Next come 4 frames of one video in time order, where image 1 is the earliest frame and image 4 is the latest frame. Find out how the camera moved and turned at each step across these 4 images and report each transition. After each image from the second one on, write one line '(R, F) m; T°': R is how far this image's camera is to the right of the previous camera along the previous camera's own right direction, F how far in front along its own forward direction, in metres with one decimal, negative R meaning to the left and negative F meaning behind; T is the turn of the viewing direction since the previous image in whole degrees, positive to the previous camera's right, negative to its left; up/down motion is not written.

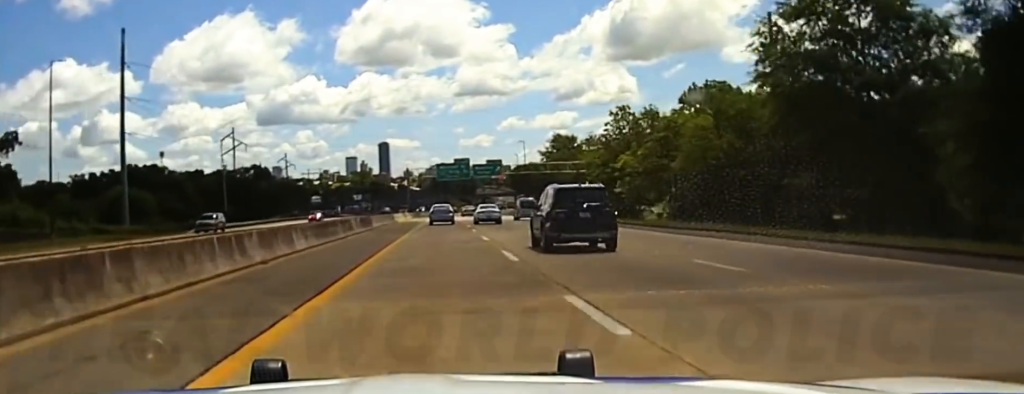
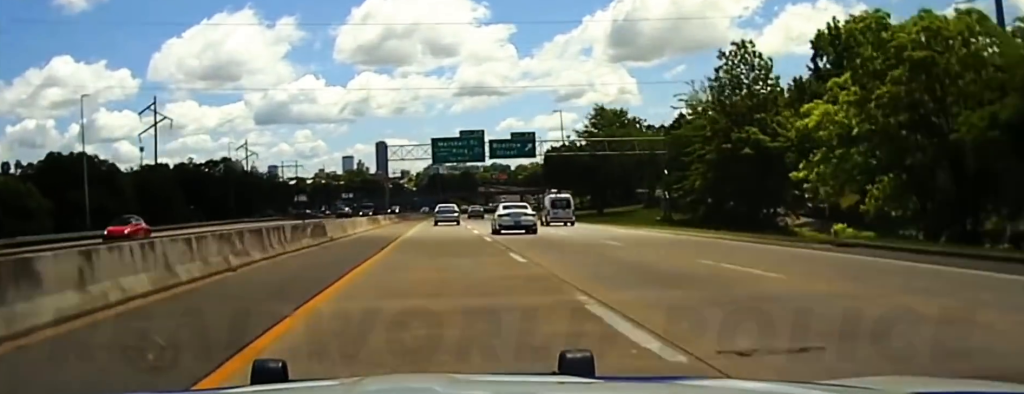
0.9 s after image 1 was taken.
(0.0, +50.5) m; 0°
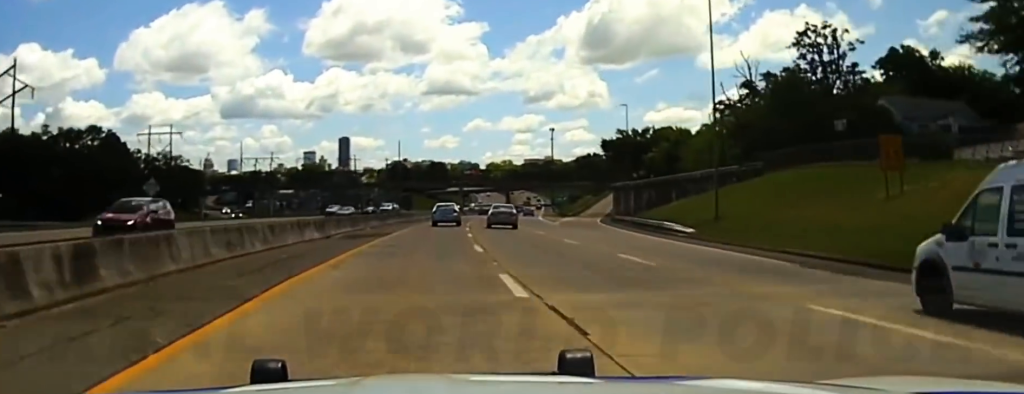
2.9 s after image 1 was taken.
(+0.2, +105.4) m; 0°
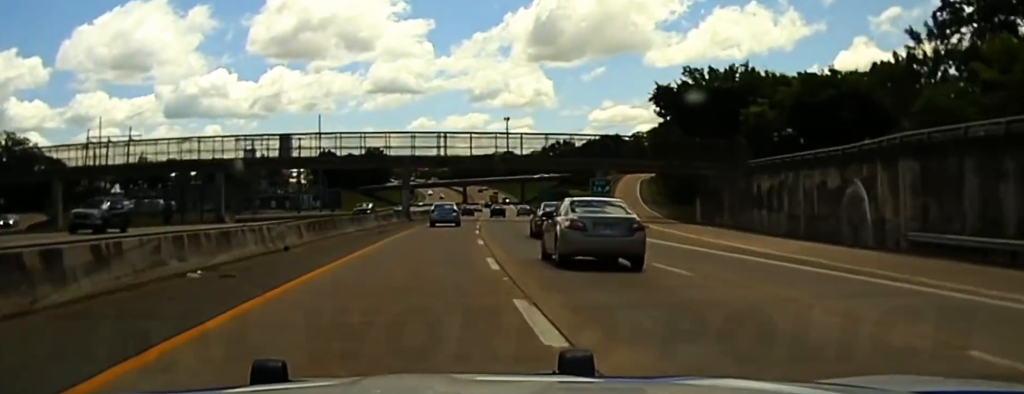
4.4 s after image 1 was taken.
(+3.1, +77.2) m; +5°
